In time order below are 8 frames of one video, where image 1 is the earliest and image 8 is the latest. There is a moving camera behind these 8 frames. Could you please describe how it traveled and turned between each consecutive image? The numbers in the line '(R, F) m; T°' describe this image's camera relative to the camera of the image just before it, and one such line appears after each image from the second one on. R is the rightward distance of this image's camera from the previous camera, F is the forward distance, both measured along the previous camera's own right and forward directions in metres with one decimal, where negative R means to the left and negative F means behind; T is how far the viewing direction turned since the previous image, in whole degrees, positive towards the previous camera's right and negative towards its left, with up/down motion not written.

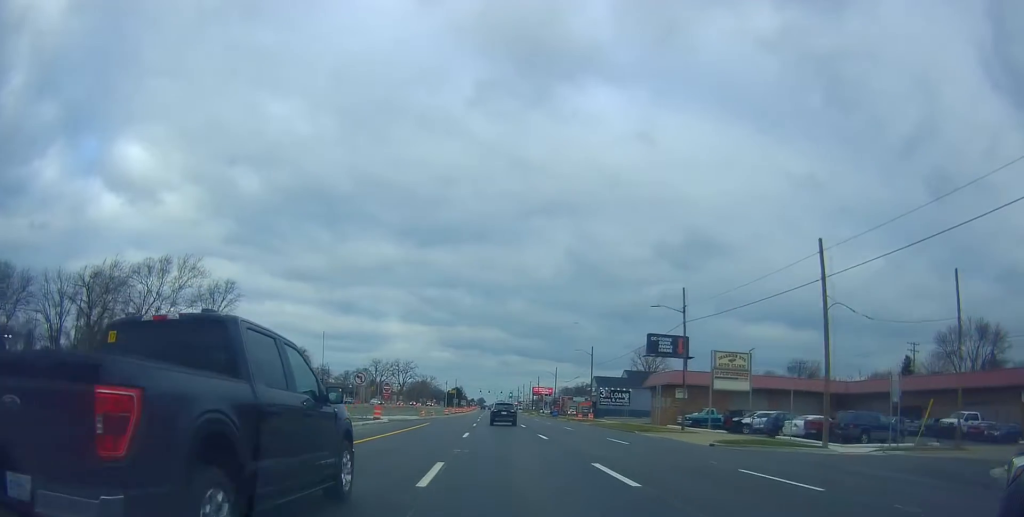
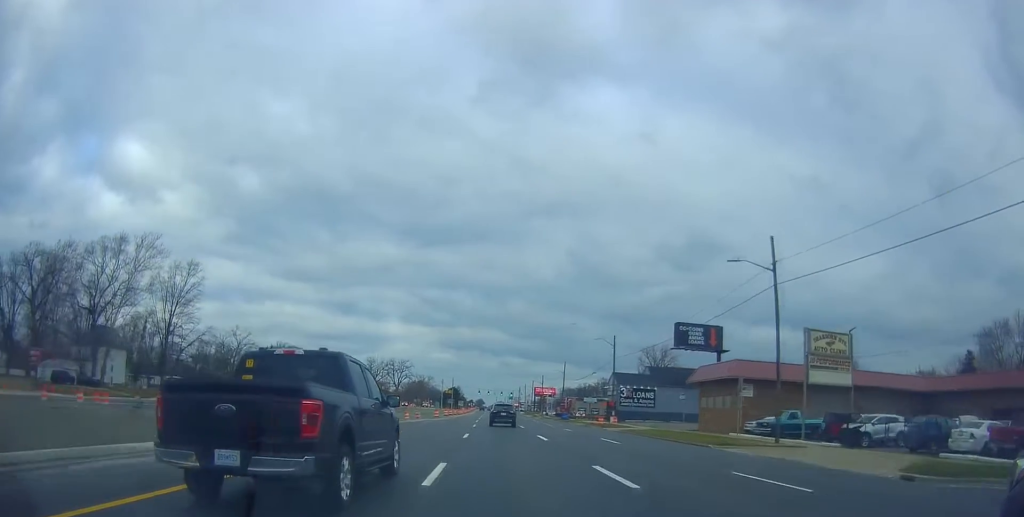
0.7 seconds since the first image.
(+0.4, +15.0) m; +1°
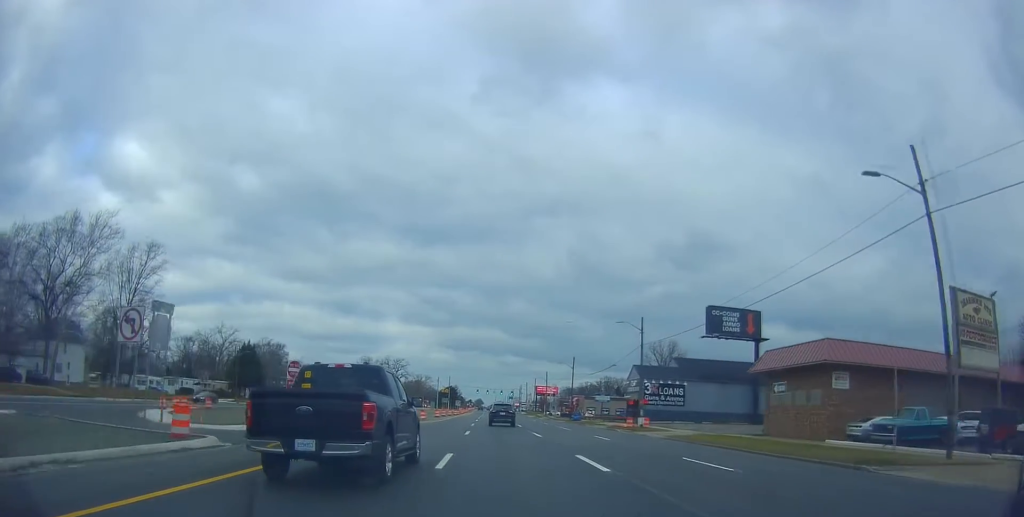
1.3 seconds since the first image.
(0.0, +12.8) m; 0°
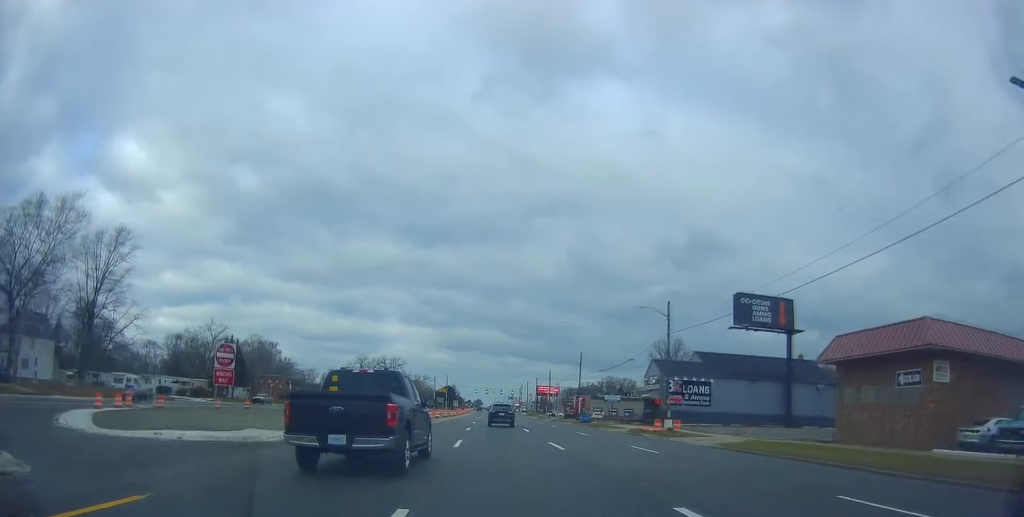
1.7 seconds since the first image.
(+0.1, +8.5) m; 0°
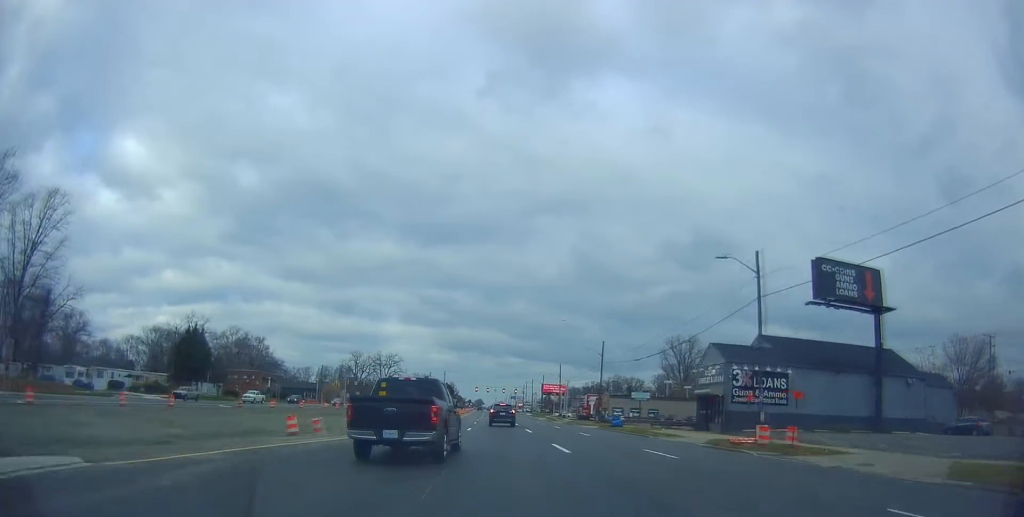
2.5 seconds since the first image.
(-0.3, +16.3) m; 0°
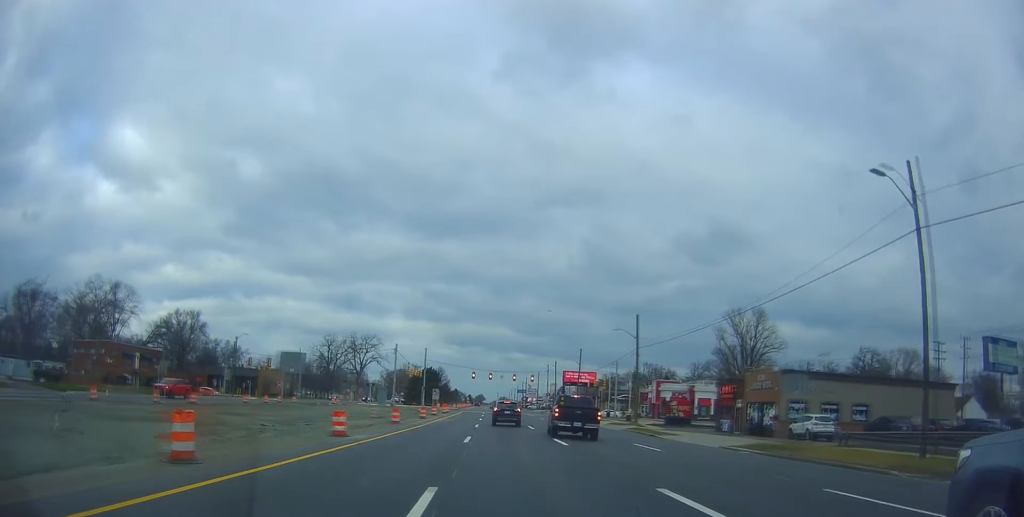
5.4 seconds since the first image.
(-0.2, +56.2) m; -2°
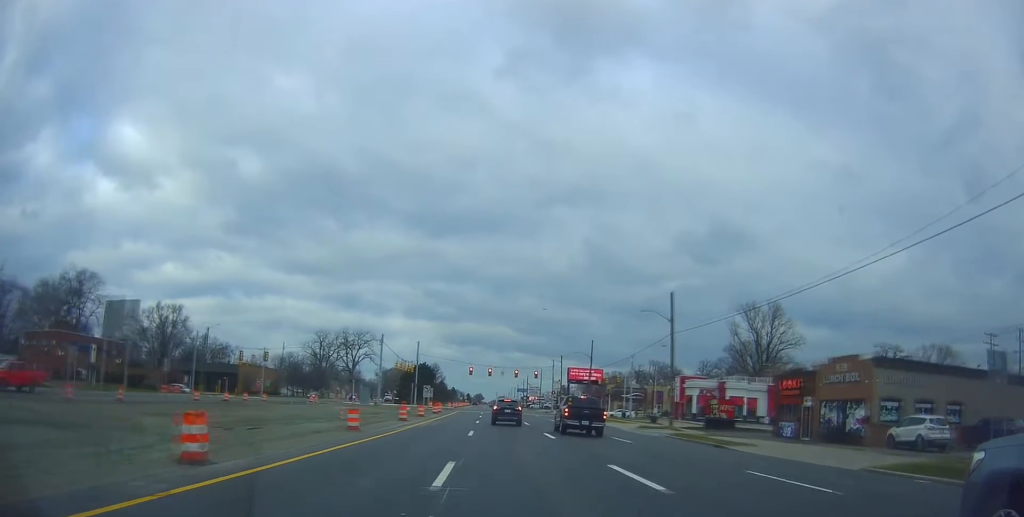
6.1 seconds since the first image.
(0.0, +10.9) m; +2°
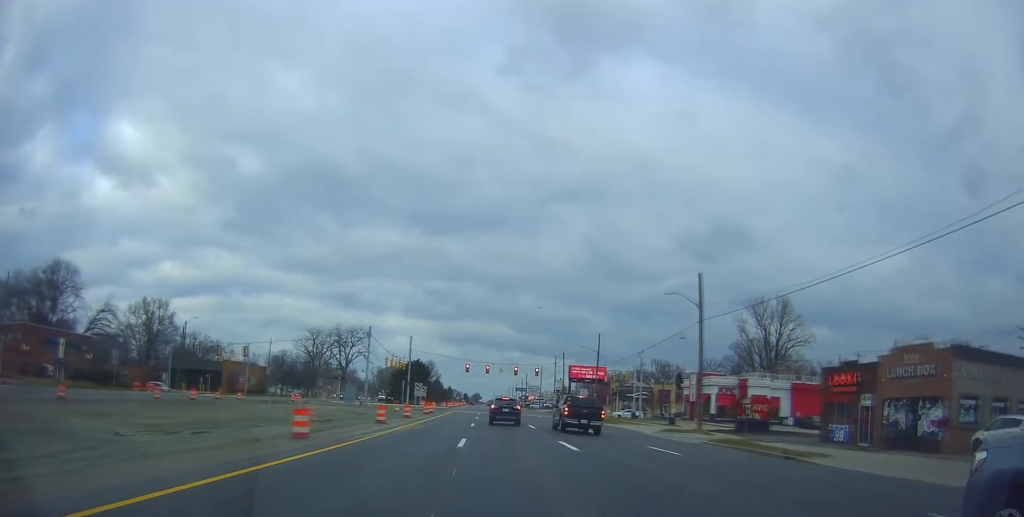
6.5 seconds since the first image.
(+0.1, +6.7) m; +3°
